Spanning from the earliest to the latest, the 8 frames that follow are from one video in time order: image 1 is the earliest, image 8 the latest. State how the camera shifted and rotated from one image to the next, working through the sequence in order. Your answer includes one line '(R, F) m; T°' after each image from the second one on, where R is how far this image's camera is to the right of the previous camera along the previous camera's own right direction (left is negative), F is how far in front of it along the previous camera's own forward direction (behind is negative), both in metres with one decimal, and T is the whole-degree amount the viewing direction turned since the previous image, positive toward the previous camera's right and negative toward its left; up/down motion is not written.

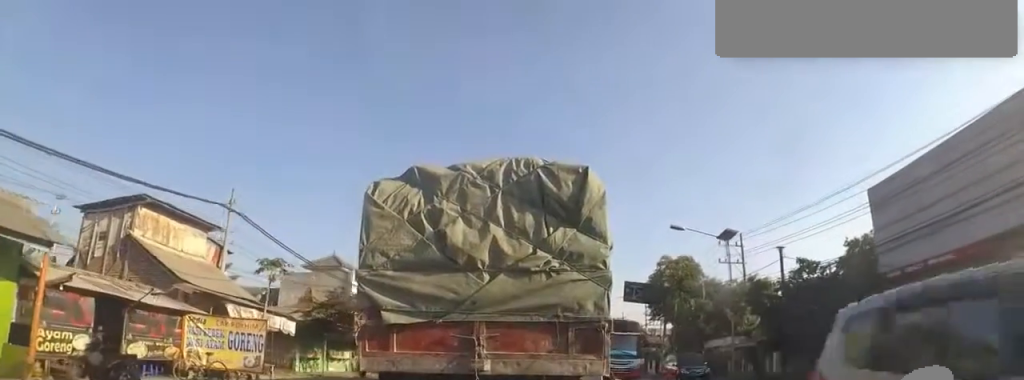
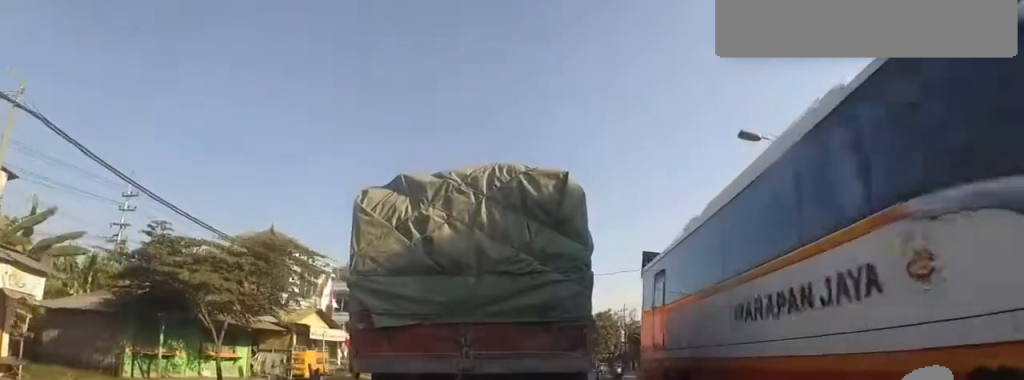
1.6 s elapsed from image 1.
(0.0, +9.8) m; 0°
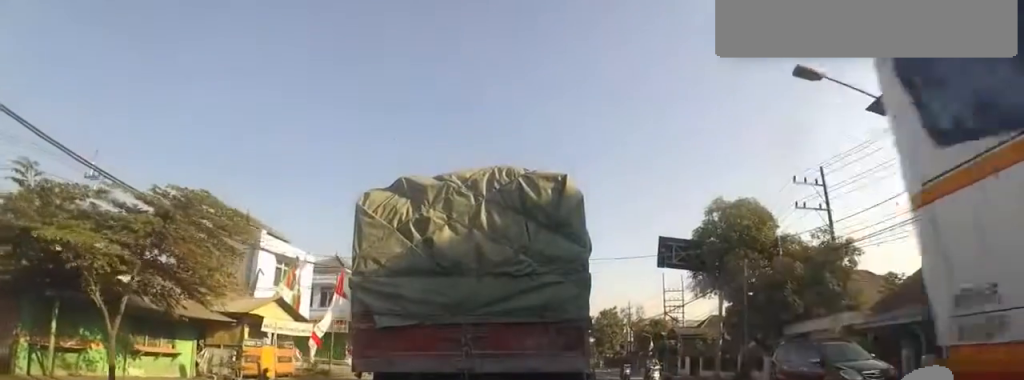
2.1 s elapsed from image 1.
(0.0, +3.7) m; 0°
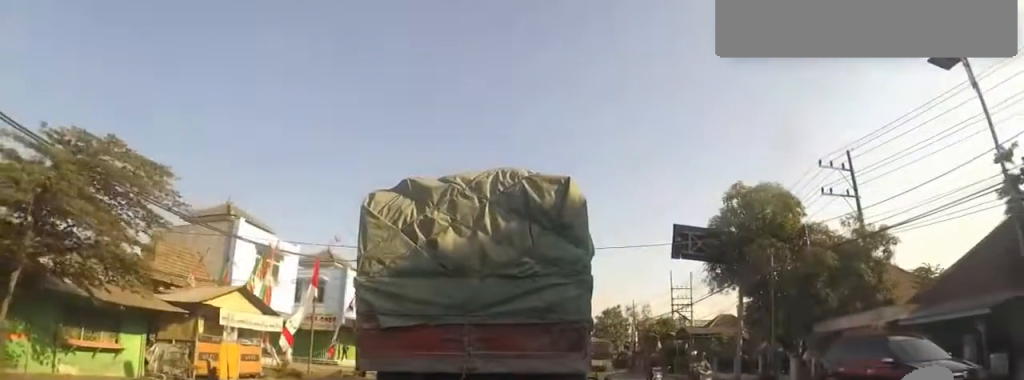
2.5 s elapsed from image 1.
(0.0, +2.6) m; 0°
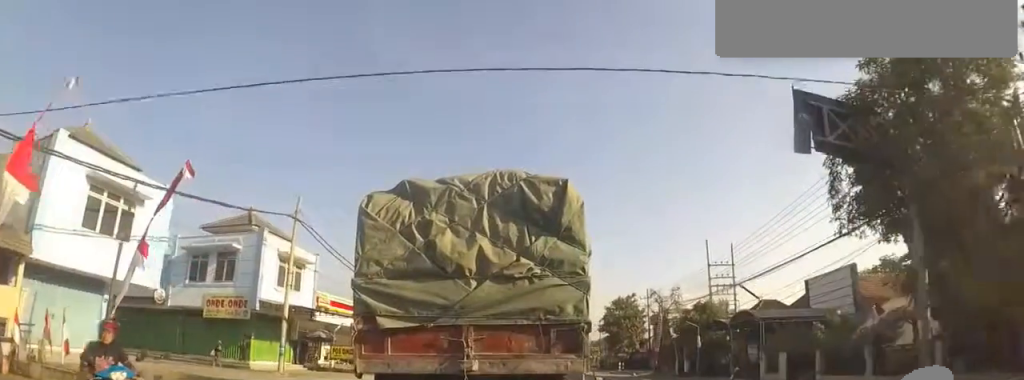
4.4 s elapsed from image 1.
(0.0, +12.7) m; 0°
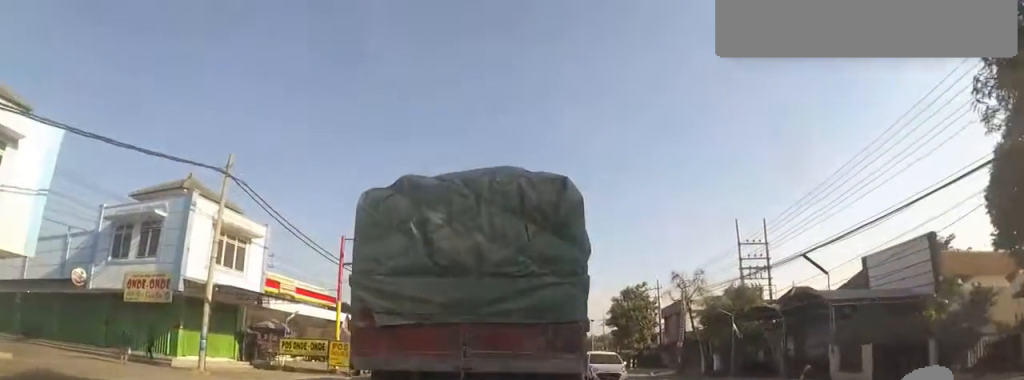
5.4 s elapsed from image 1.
(0.0, +6.5) m; 0°
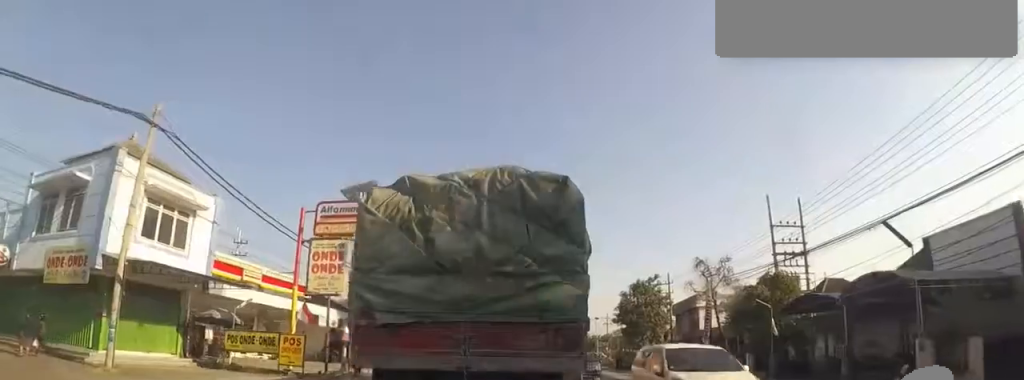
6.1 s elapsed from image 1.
(0.0, +4.8) m; 0°
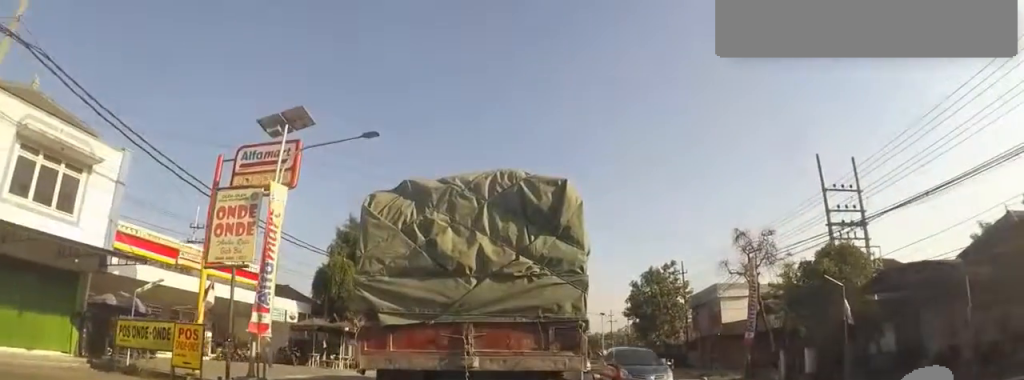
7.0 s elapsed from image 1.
(0.0, +6.0) m; 0°
